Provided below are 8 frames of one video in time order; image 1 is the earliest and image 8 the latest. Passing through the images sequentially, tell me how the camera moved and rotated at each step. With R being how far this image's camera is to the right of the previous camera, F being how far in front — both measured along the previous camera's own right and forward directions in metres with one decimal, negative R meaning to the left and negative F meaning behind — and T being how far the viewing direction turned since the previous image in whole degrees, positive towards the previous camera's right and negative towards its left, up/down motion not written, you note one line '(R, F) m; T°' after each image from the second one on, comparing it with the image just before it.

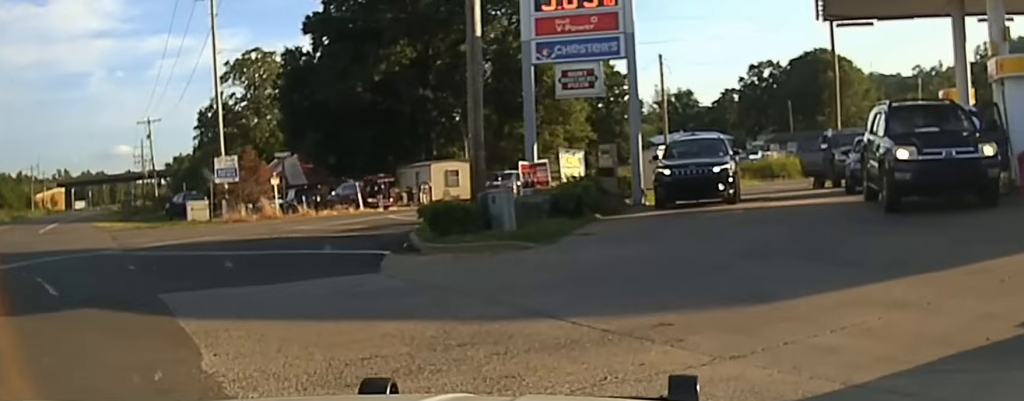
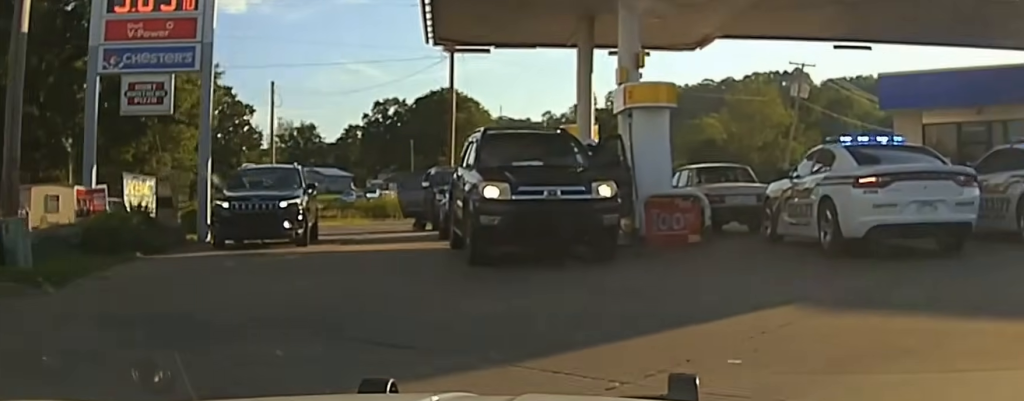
(+0.2, +3.4) m; +9°
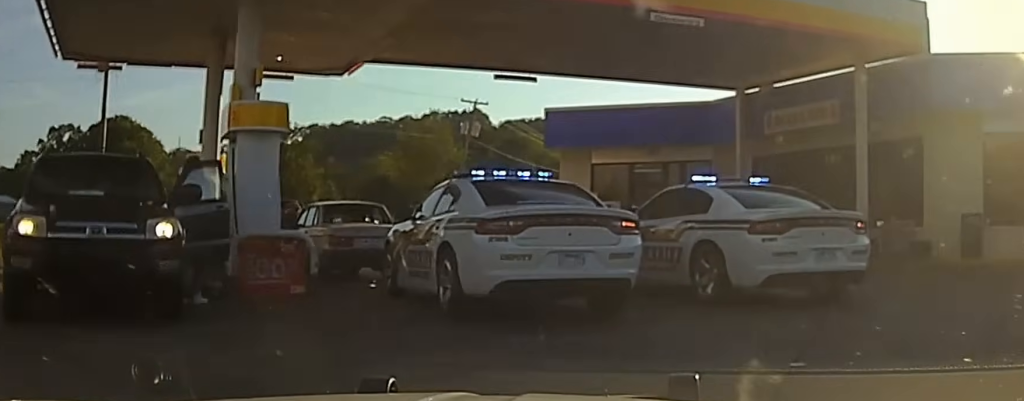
(+0.3, +2.8) m; +6°
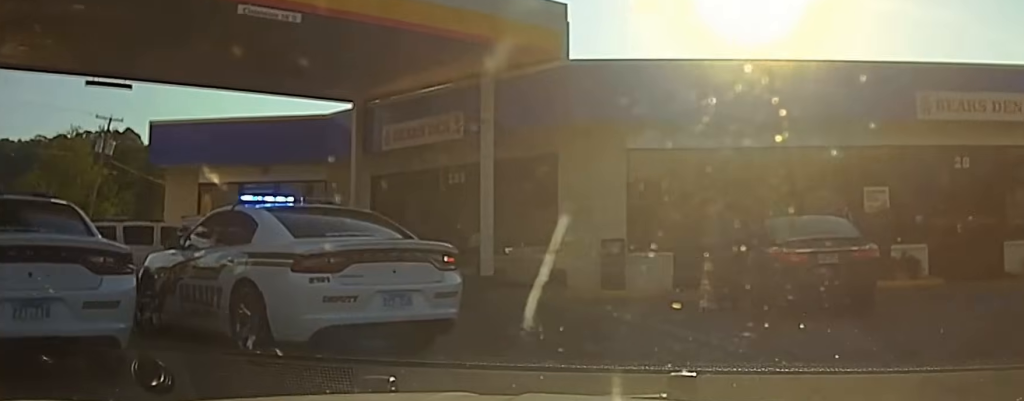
(+0.1, +3.2) m; +25°
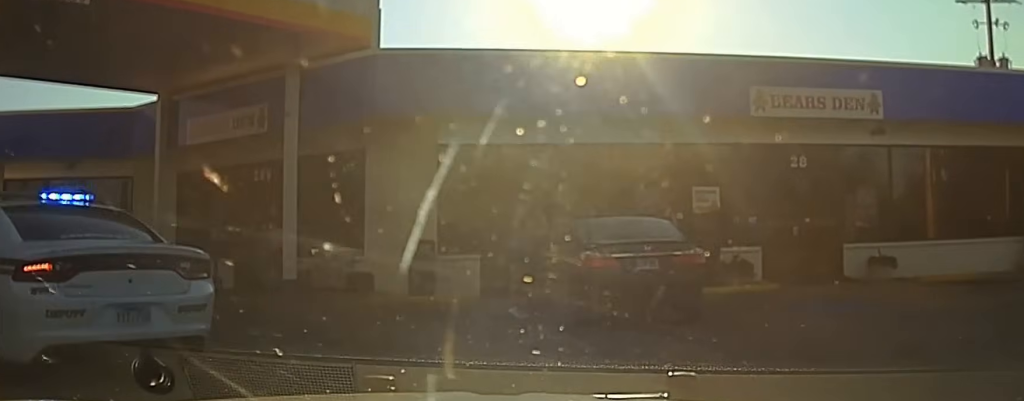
(+0.6, +1.3) m; +21°
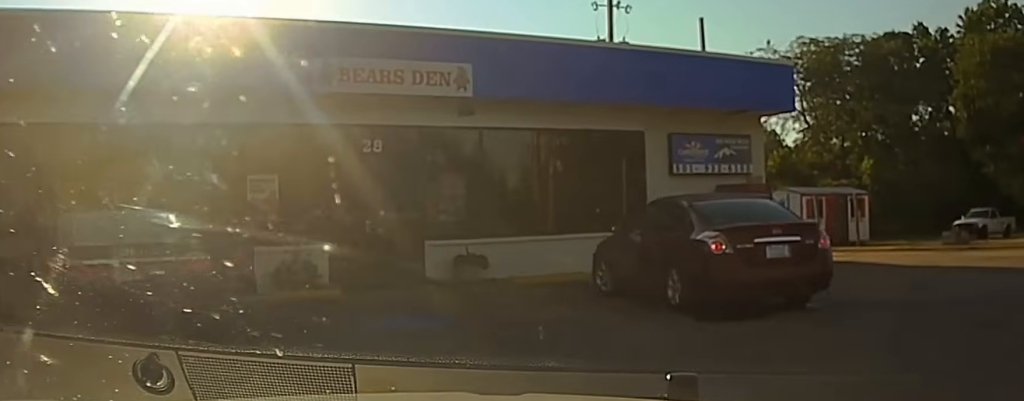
(+1.0, +3.0) m; +31°
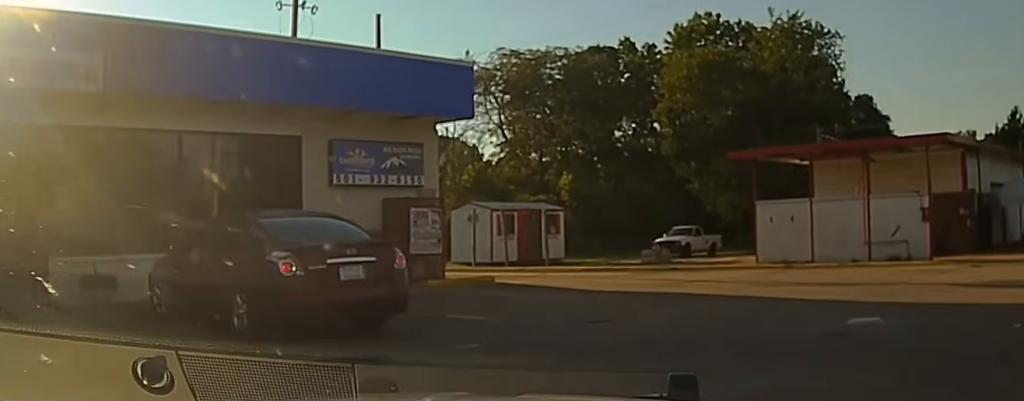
(+0.4, +2.5) m; +7°
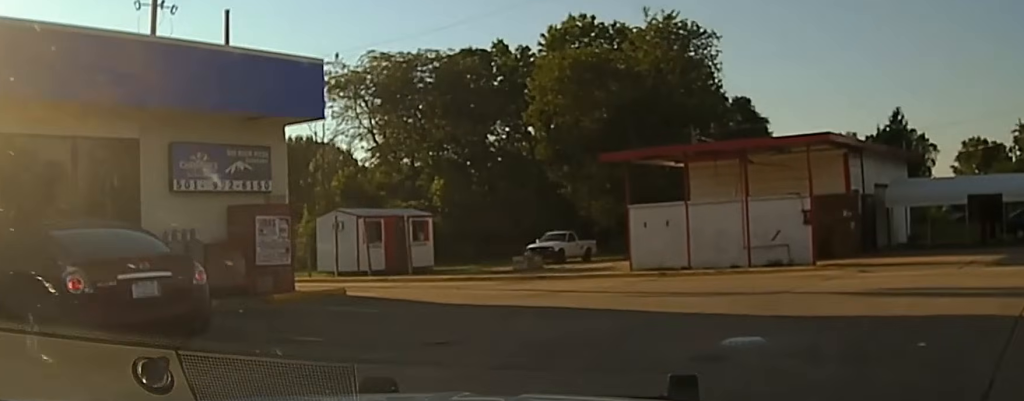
(0.0, +1.5) m; -1°
